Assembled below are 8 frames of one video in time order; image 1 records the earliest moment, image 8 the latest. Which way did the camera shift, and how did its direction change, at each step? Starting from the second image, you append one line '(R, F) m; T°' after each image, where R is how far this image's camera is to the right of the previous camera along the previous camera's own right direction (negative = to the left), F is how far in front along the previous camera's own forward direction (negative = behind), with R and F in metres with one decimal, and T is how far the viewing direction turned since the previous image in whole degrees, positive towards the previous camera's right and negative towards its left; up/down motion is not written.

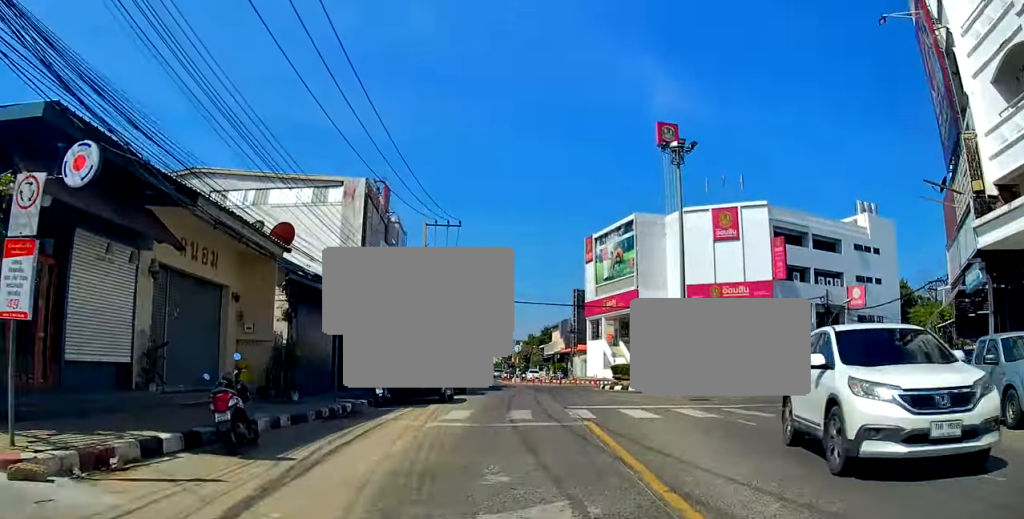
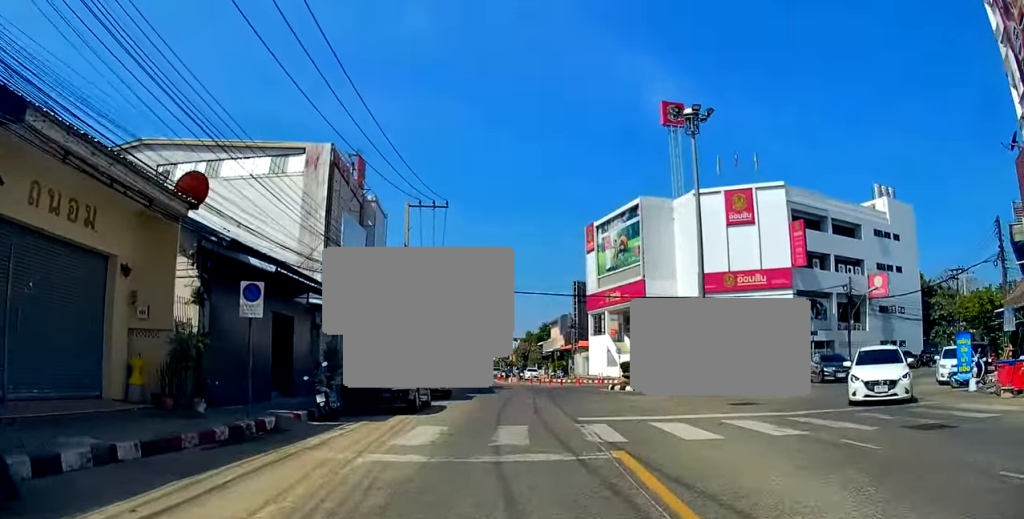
(+0.1, +4.8) m; +1°
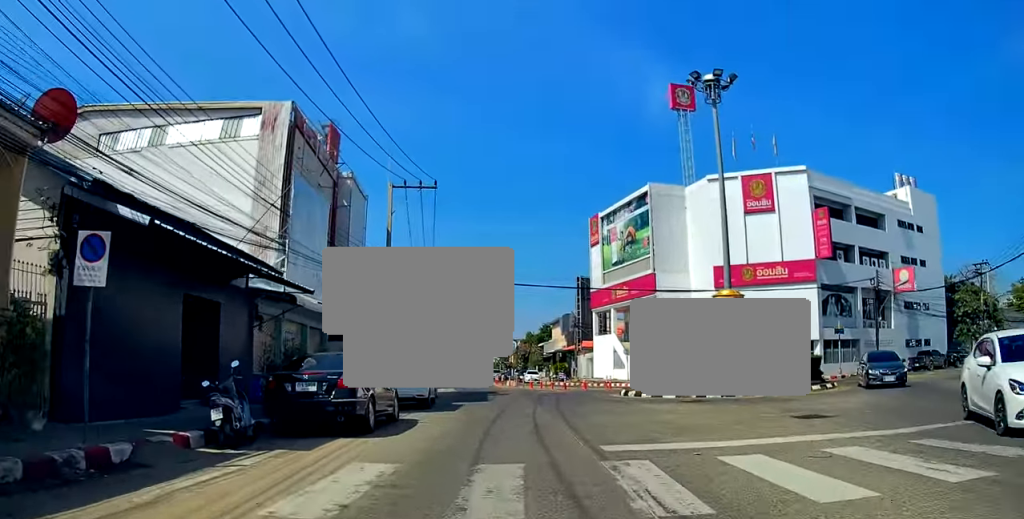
(+0.1, +4.8) m; +1°
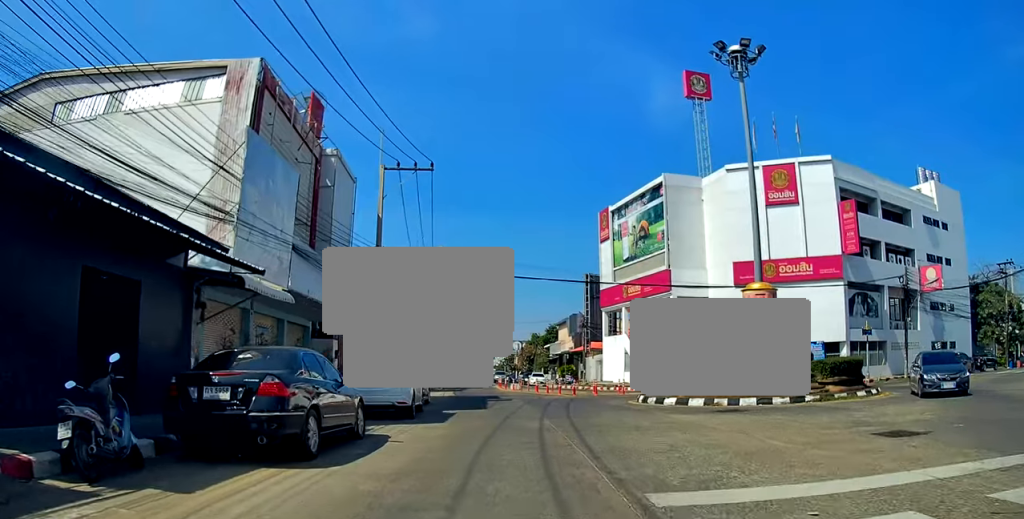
(0.0, +3.4) m; 0°
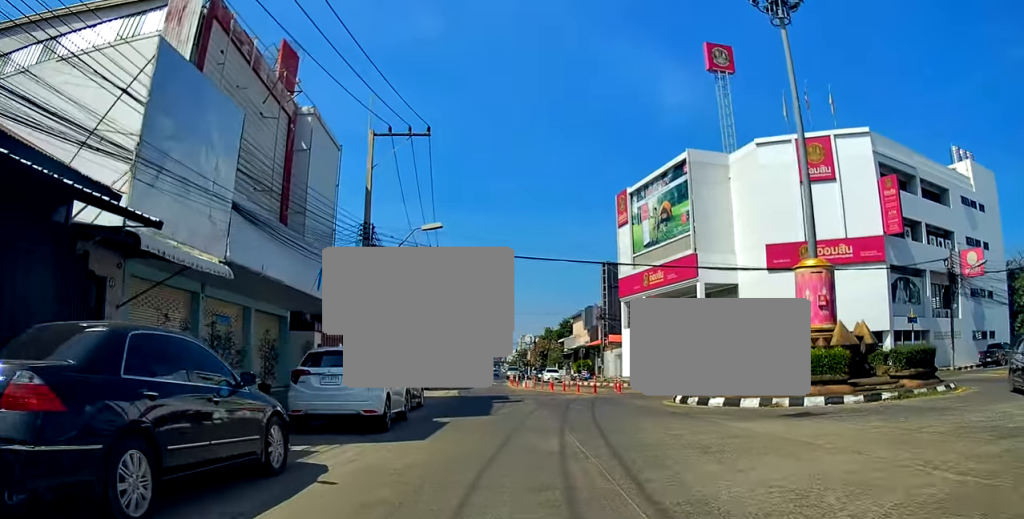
(0.0, +4.1) m; 0°
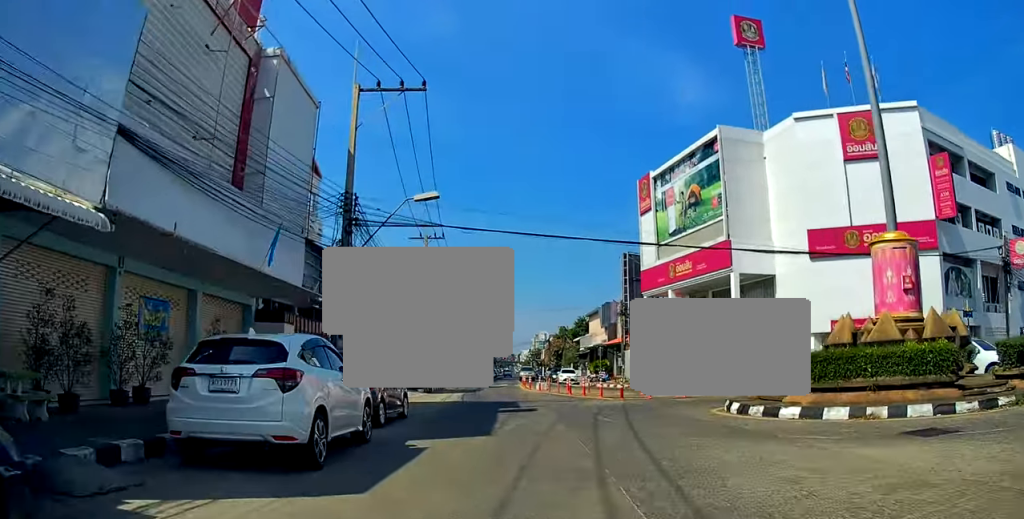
(-0.1, +4.7) m; 0°
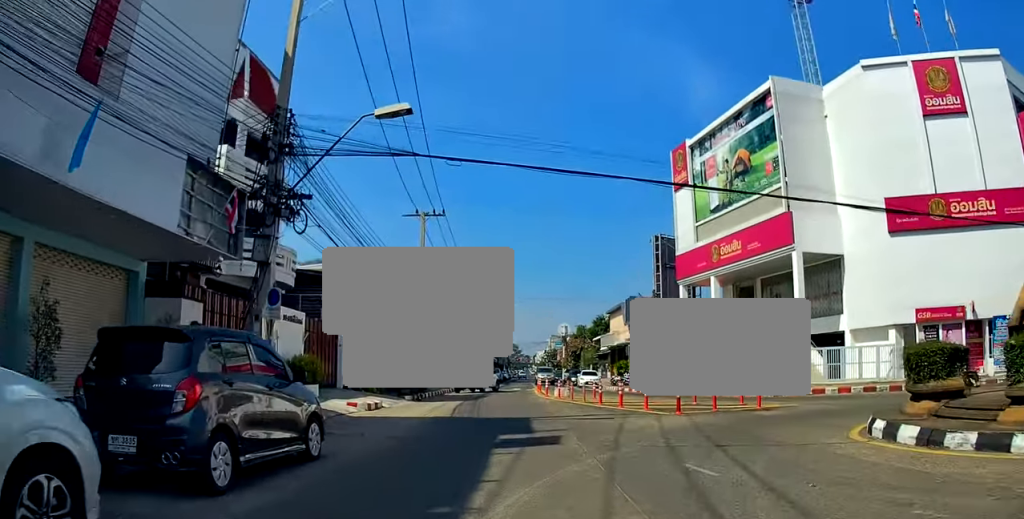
(0.0, +7.4) m; 0°
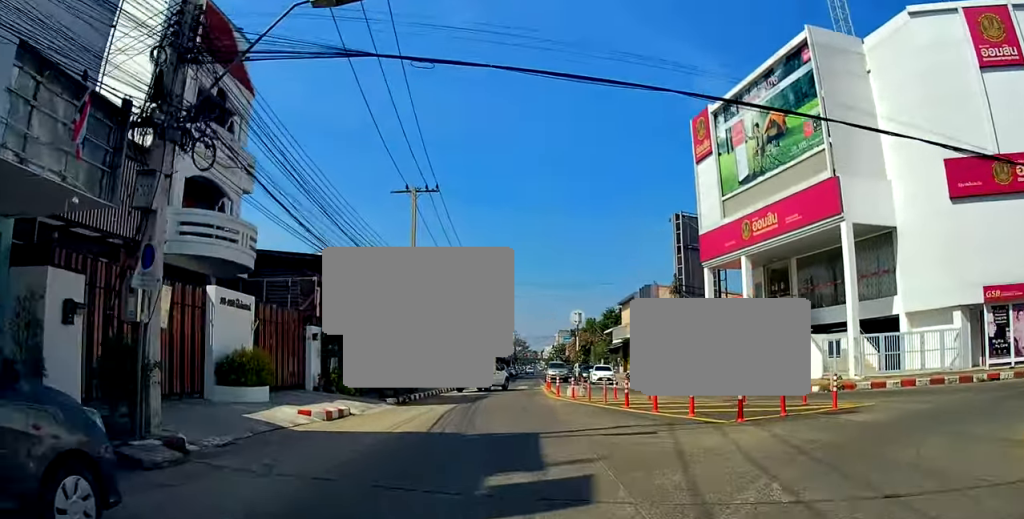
(0.0, +4.9) m; 0°
